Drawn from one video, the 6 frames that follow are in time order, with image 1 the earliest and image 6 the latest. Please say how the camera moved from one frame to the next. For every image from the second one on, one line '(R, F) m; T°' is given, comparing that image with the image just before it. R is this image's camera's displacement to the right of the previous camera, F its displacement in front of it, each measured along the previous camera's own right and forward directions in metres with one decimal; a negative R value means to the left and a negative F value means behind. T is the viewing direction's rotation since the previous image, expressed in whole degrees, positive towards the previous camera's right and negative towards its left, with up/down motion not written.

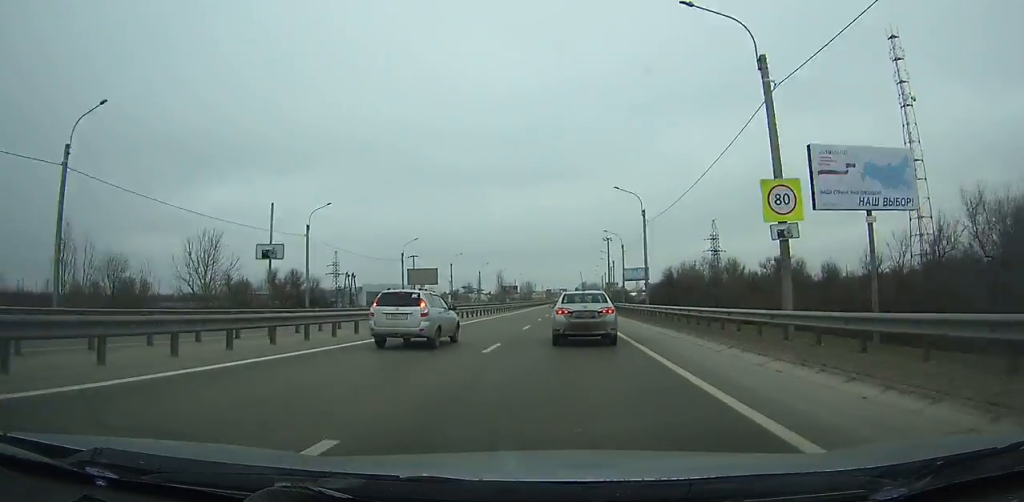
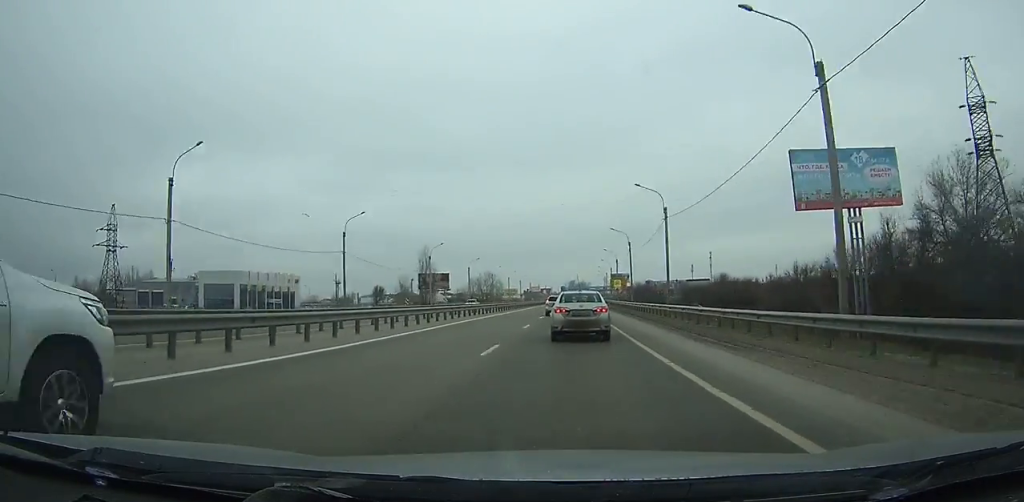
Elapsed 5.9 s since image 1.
(+1.3, +110.0) m; +1°
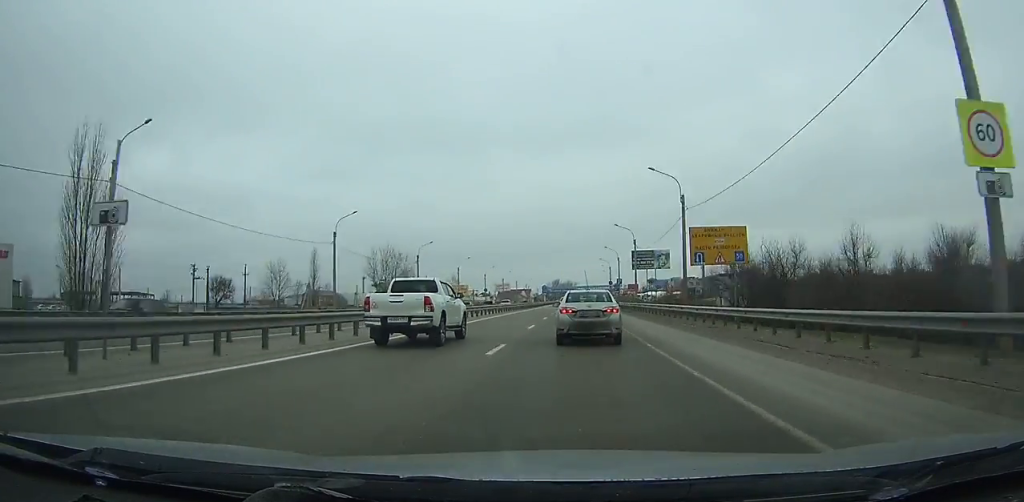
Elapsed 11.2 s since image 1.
(+1.2, +91.9) m; +1°
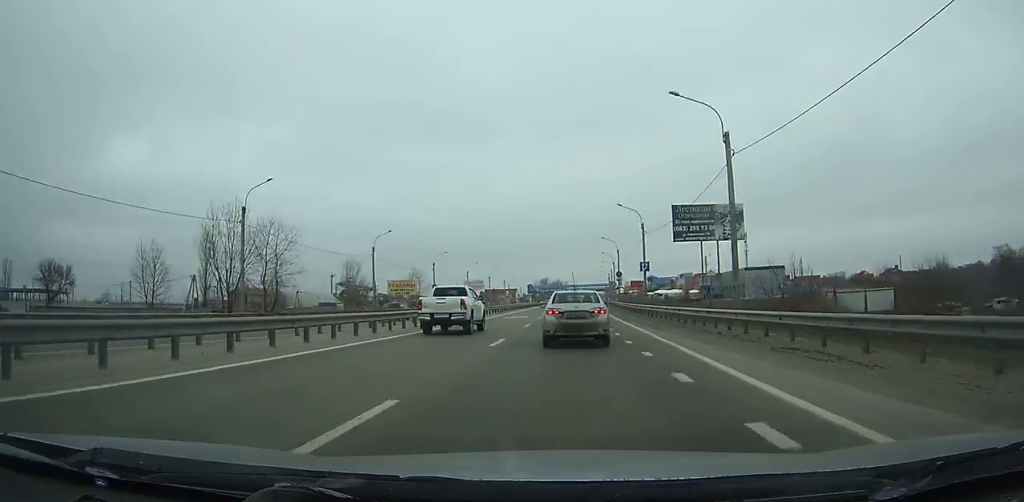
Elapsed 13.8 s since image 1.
(+0.3, +43.4) m; +1°
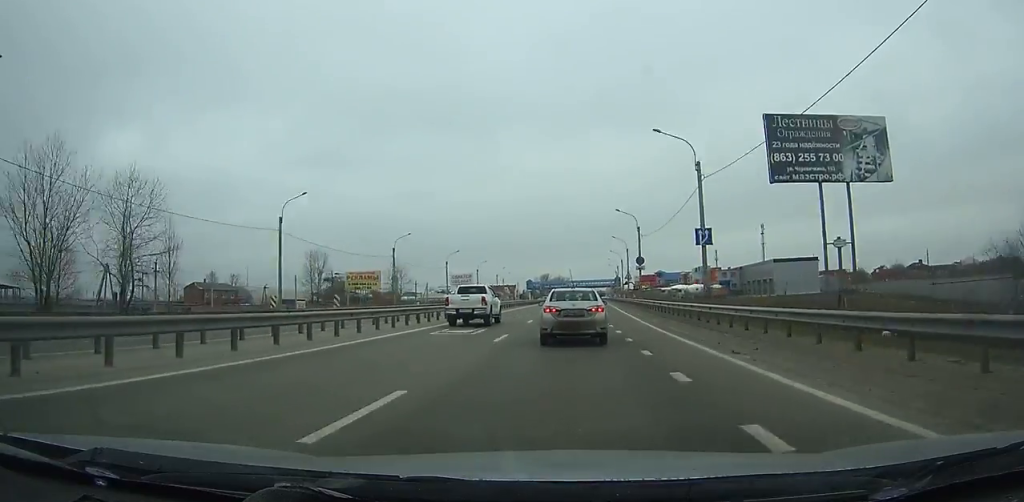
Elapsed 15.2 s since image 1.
(0.0, +22.9) m; 0°
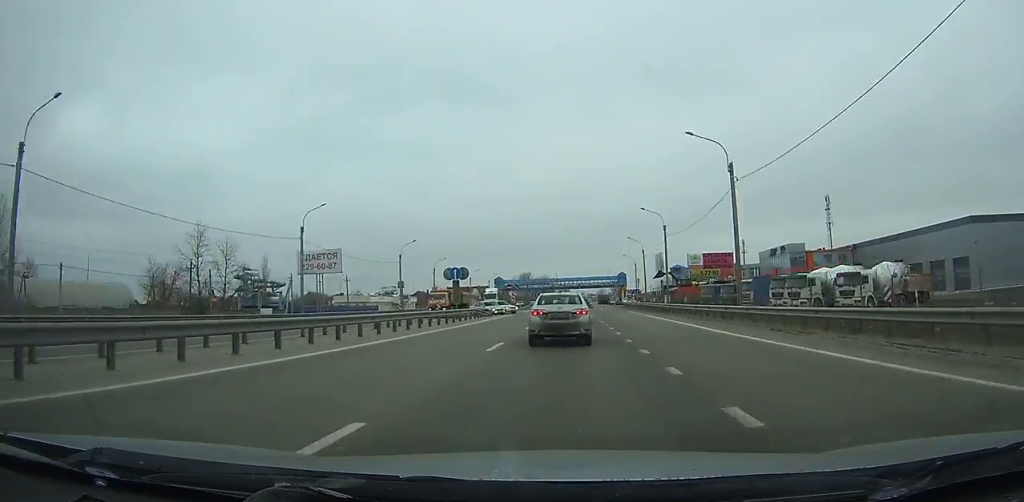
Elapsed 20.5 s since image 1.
(+0.9, +85.1) m; +2°
